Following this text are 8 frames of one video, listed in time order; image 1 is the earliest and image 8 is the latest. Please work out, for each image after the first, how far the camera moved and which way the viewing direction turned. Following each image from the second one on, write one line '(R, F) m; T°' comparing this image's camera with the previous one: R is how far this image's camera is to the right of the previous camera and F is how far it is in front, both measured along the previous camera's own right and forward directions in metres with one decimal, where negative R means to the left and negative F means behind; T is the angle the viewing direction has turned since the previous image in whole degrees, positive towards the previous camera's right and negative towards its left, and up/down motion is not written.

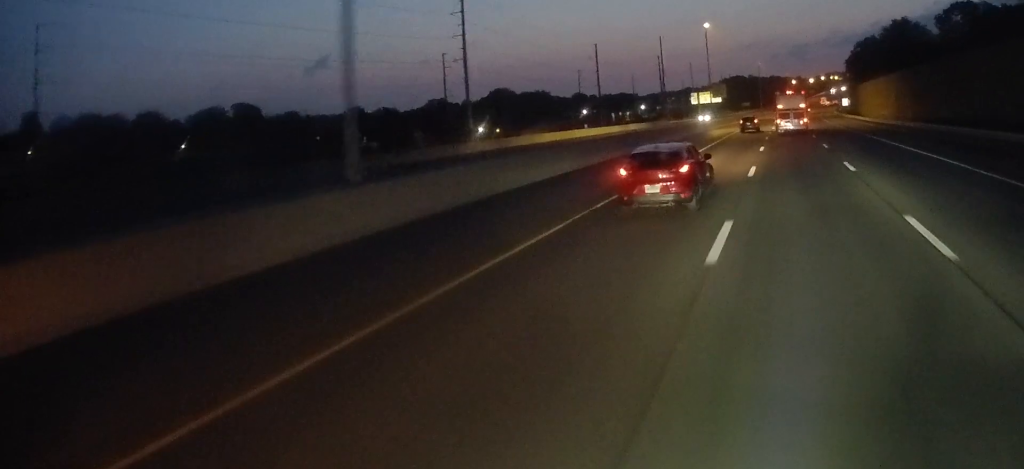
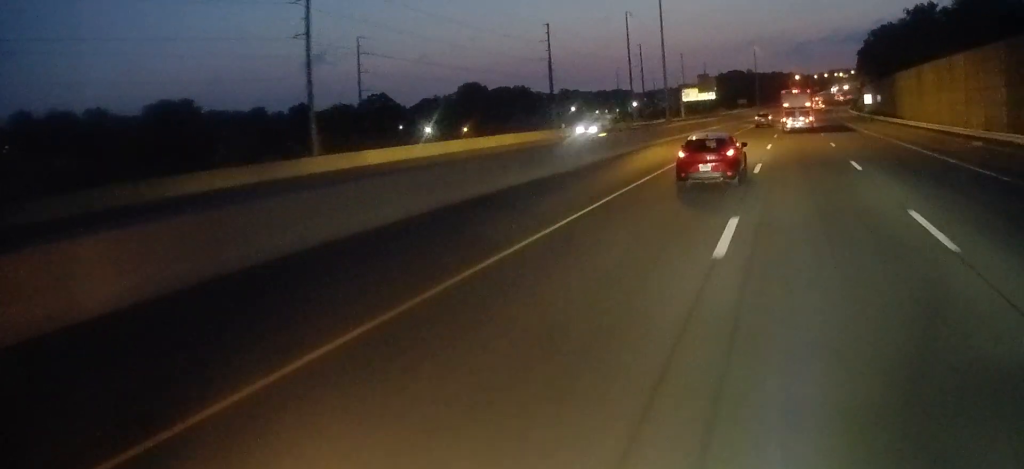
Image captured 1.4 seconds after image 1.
(+0.1, +35.7) m; 0°
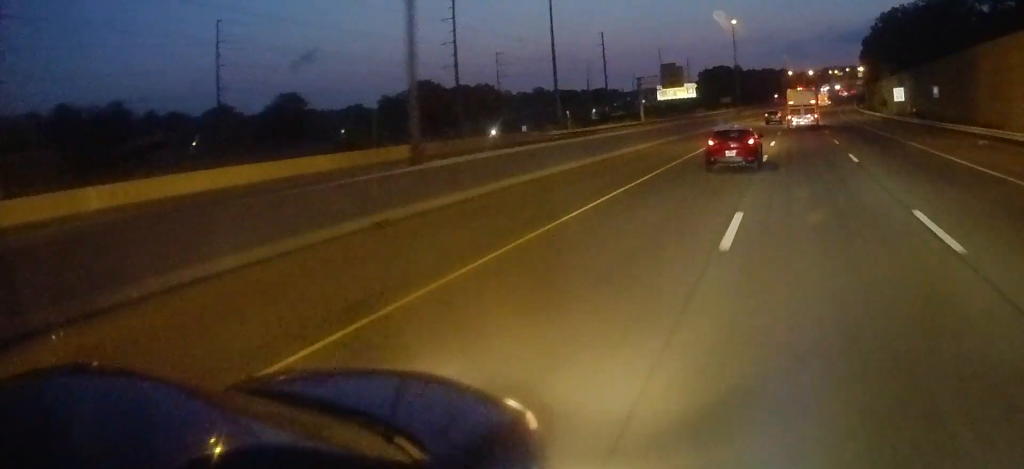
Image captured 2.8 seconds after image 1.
(-0.5, +36.1) m; 0°
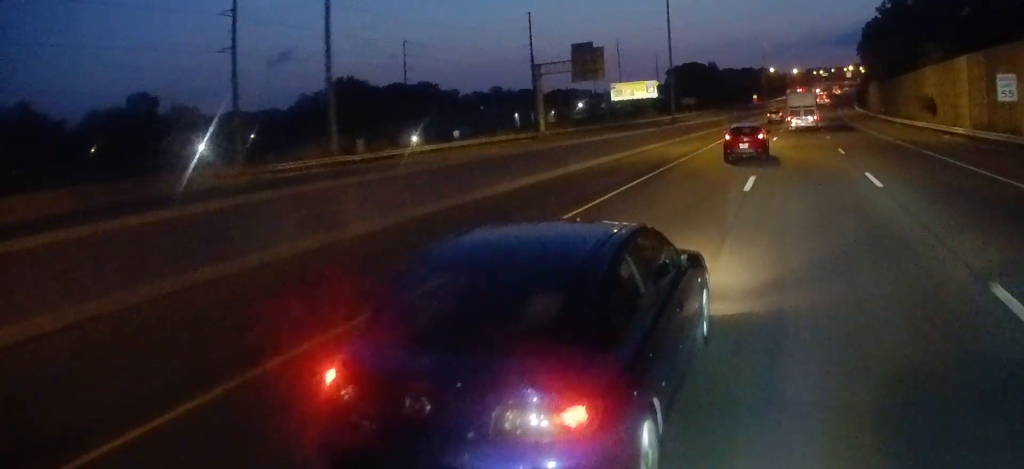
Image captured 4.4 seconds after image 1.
(+1.0, +41.7) m; +2°
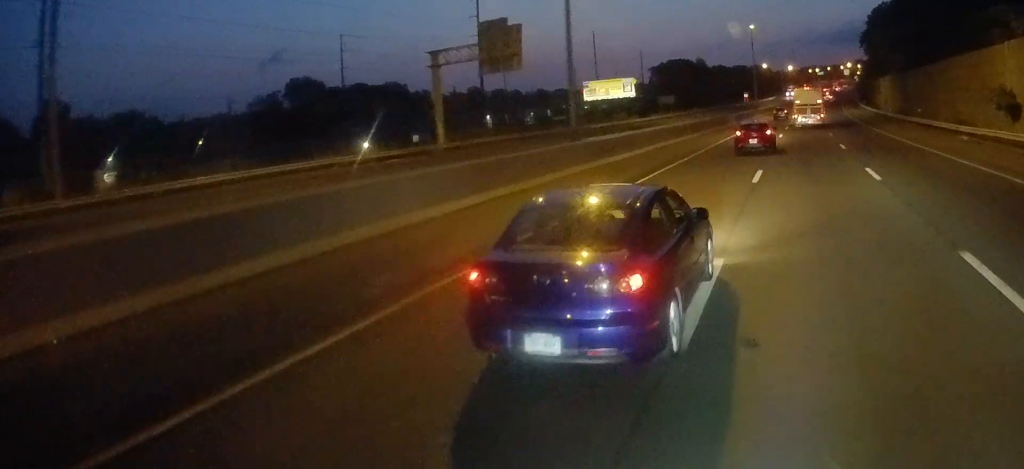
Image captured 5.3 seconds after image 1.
(0.0, +22.9) m; +1°
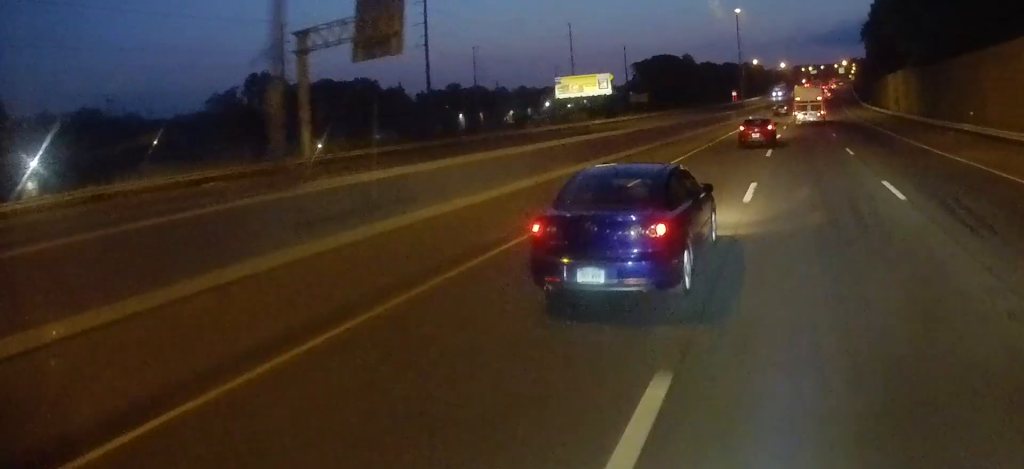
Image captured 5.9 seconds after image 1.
(-0.1, +16.8) m; +2°
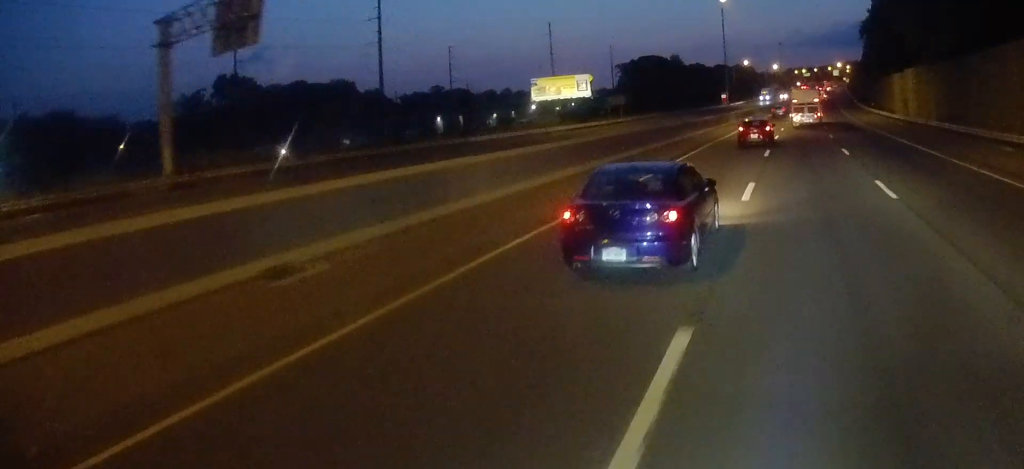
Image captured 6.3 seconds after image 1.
(+0.4, +11.5) m; 0°
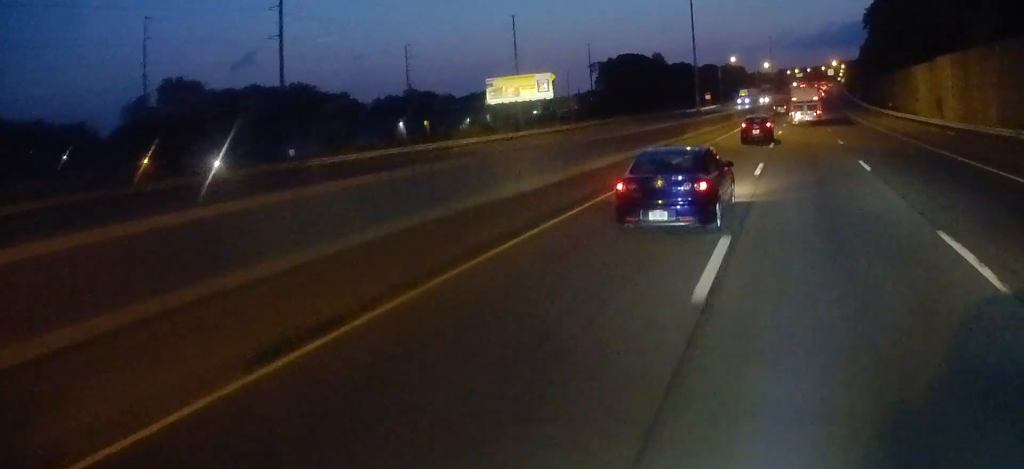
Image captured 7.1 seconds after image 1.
(+0.3, +20.3) m; +1°
